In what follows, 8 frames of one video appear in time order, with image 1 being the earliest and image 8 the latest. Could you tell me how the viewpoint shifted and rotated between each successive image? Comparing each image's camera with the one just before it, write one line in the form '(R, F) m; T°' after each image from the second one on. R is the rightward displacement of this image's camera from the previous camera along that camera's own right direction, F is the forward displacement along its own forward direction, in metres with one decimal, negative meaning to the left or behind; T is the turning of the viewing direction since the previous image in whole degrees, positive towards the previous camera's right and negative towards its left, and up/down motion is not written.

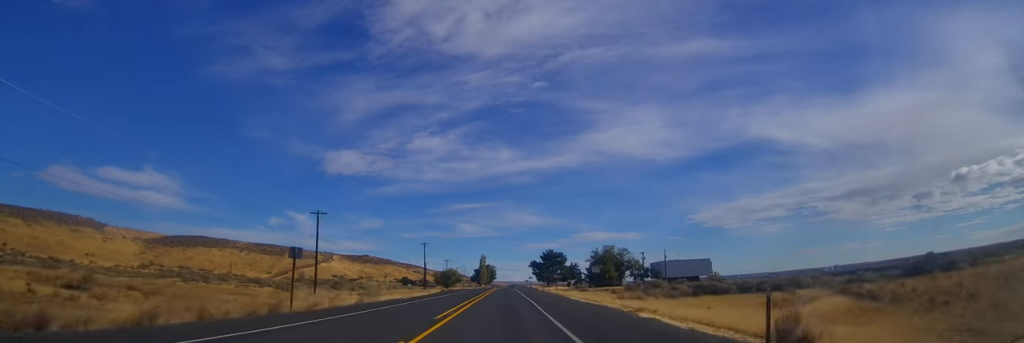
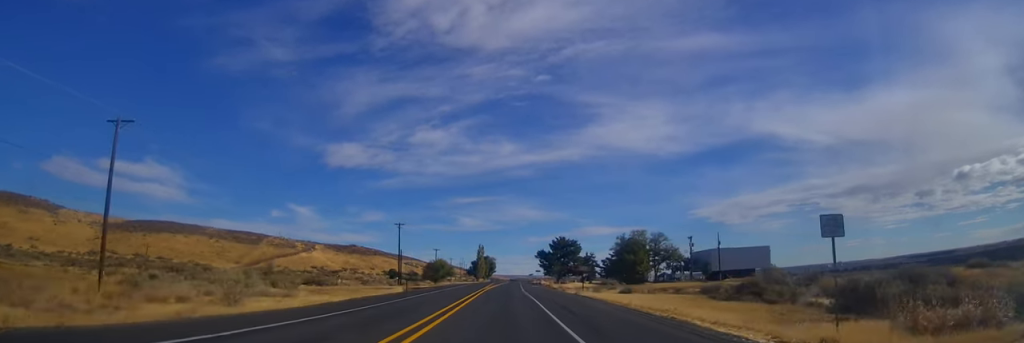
(-0.8, +42.9) m; -1°
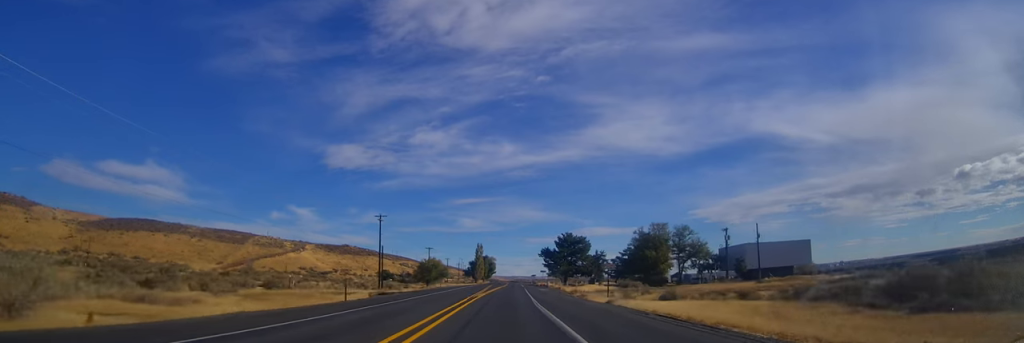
(0.0, +21.3) m; 0°
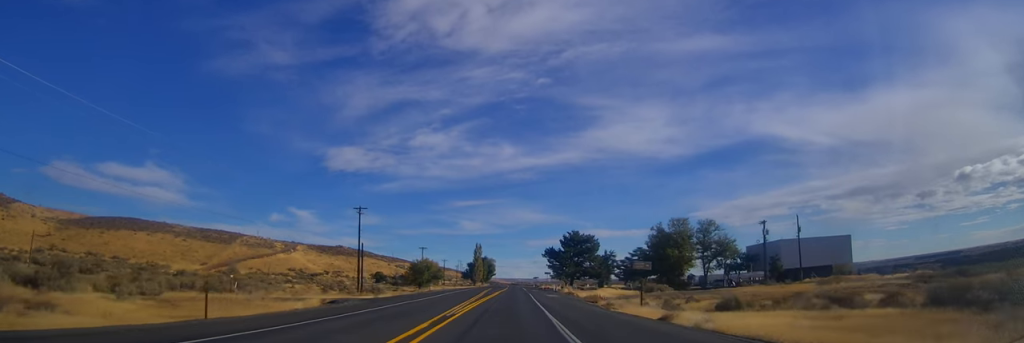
(+0.1, +17.1) m; 0°
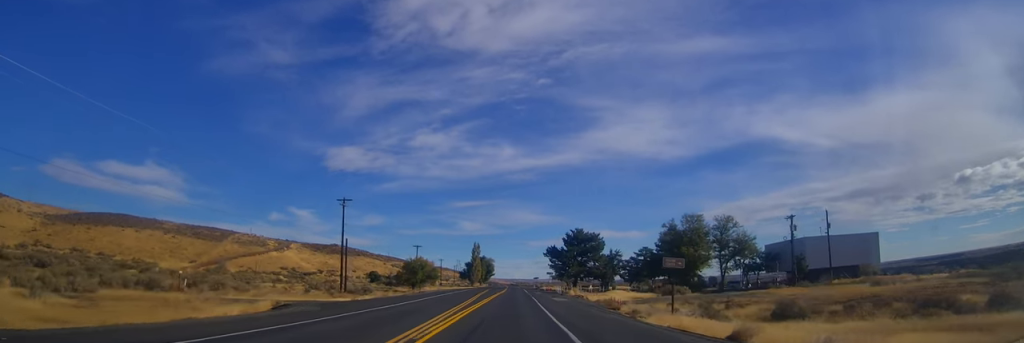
(+0.2, +9.9) m; 0°
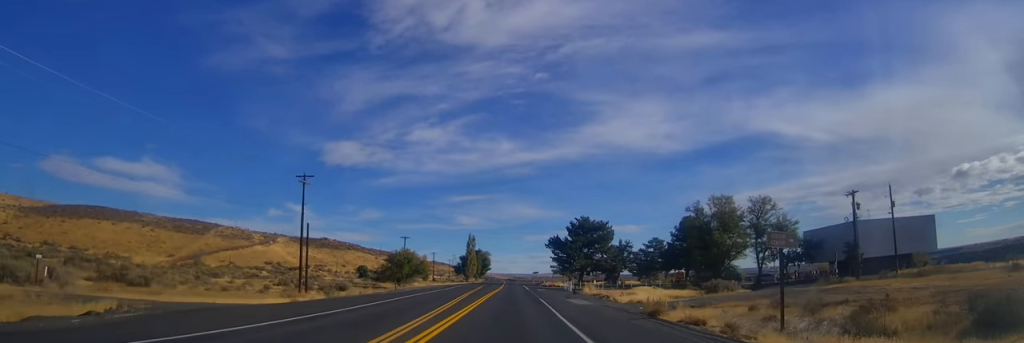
(-0.1, +16.5) m; -1°
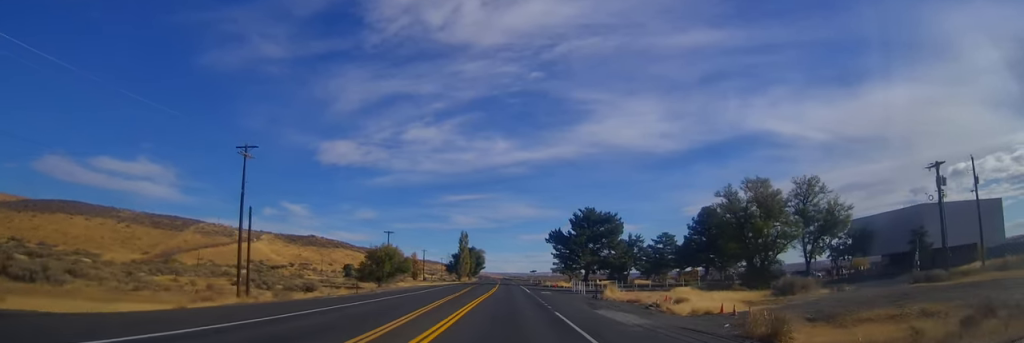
(-0.2, +16.2) m; 0°
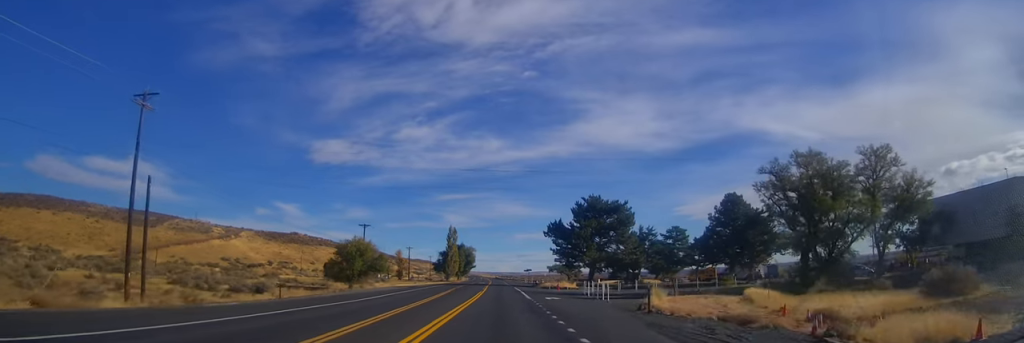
(+0.3, +17.8) m; +2°
